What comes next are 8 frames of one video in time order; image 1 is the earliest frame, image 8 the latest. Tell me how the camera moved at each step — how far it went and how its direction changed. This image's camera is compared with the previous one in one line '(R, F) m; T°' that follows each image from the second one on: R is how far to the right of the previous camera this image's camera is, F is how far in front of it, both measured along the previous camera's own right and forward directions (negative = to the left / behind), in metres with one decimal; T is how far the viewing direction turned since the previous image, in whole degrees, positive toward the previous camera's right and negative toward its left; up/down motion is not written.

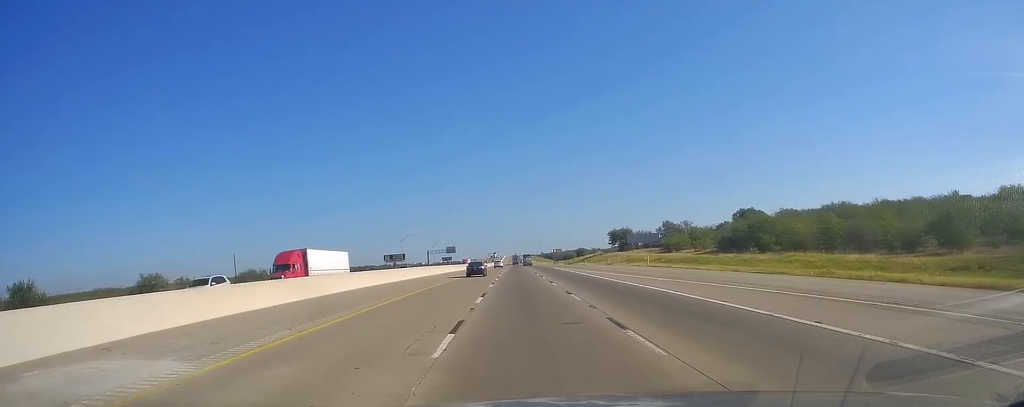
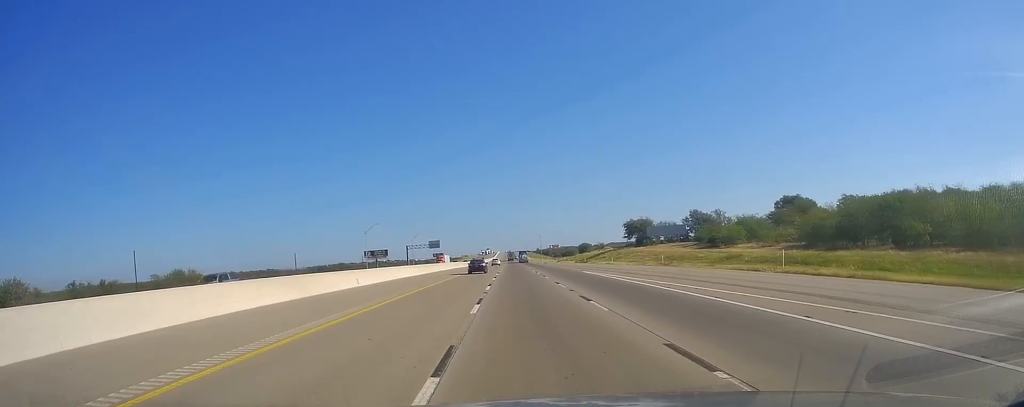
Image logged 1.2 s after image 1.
(+0.4, +41.0) m; -1°
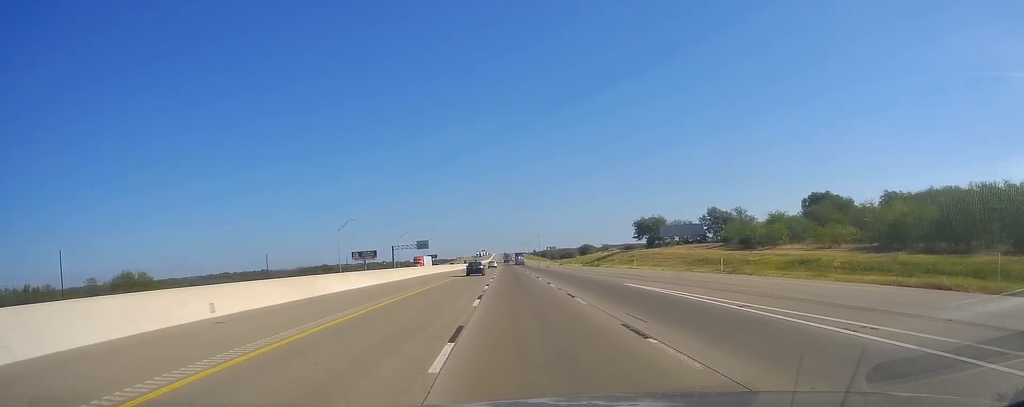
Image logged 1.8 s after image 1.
(-0.4, +20.6) m; -1°
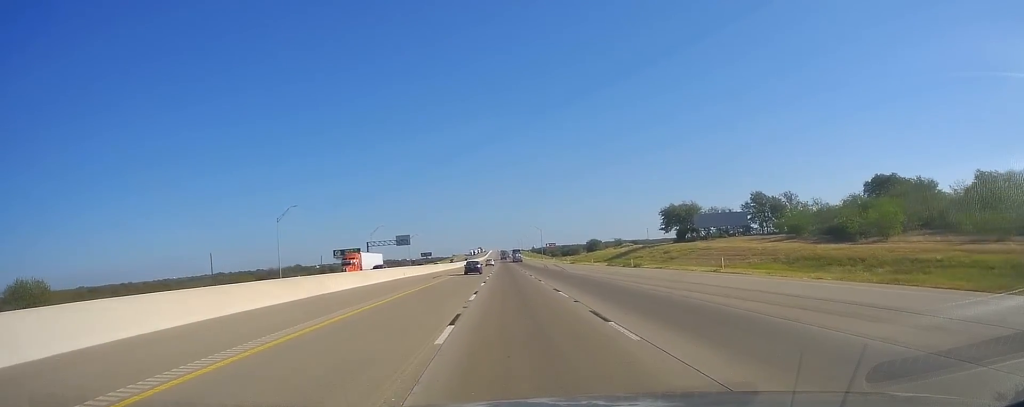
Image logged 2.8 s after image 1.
(0.0, +33.4) m; +1°
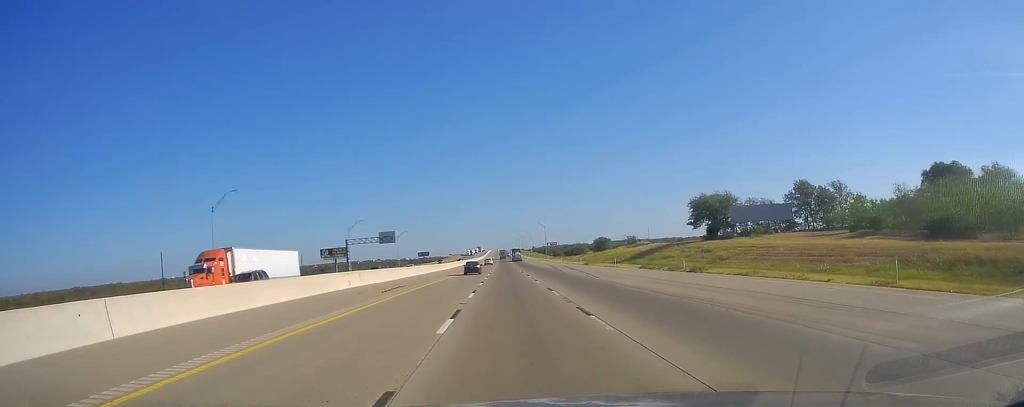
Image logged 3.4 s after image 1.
(+0.5, +22.5) m; +1°
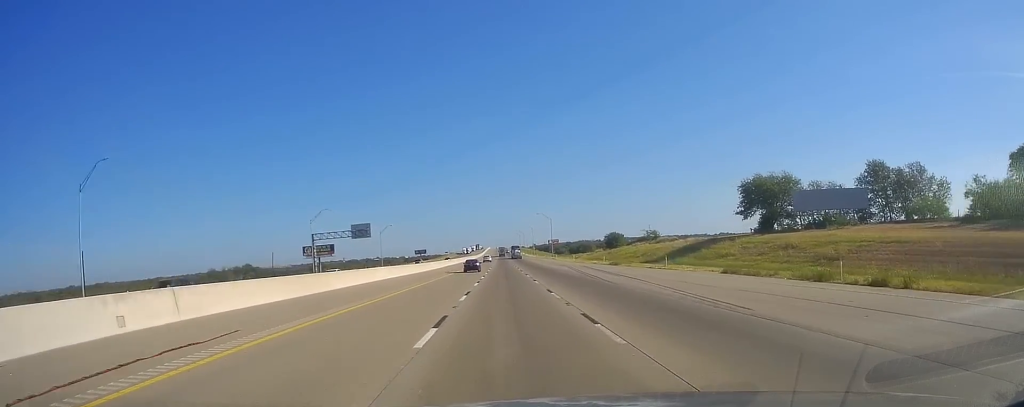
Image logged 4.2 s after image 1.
(+0.2, +26.6) m; 0°
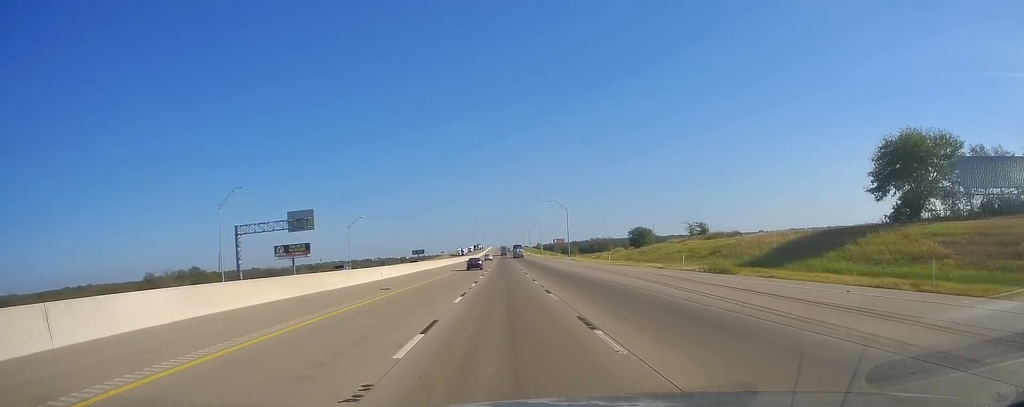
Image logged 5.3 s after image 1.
(0.0, +37.5) m; -1°
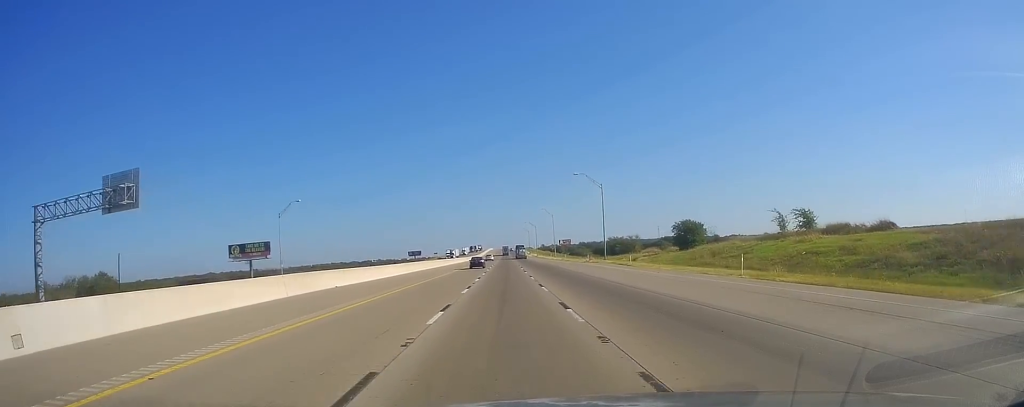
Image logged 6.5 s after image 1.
(-0.7, +43.6) m; 0°
